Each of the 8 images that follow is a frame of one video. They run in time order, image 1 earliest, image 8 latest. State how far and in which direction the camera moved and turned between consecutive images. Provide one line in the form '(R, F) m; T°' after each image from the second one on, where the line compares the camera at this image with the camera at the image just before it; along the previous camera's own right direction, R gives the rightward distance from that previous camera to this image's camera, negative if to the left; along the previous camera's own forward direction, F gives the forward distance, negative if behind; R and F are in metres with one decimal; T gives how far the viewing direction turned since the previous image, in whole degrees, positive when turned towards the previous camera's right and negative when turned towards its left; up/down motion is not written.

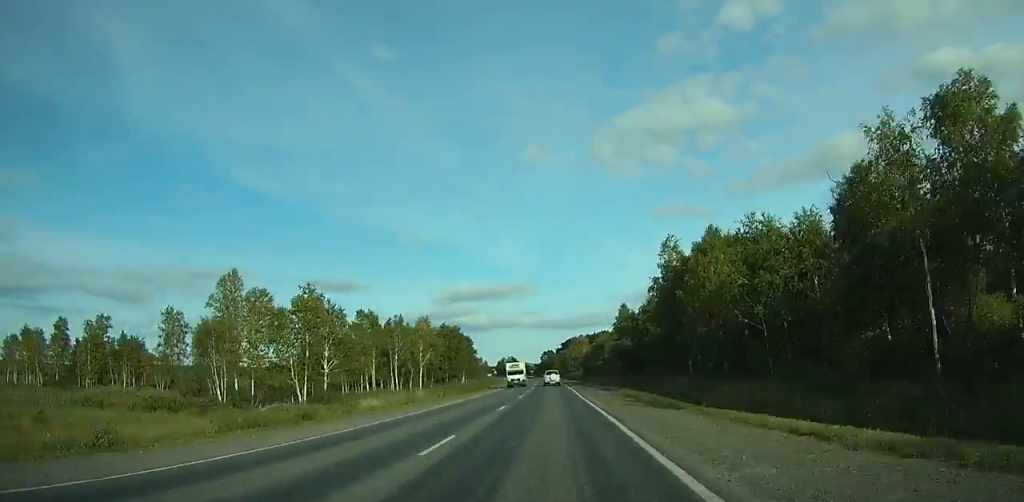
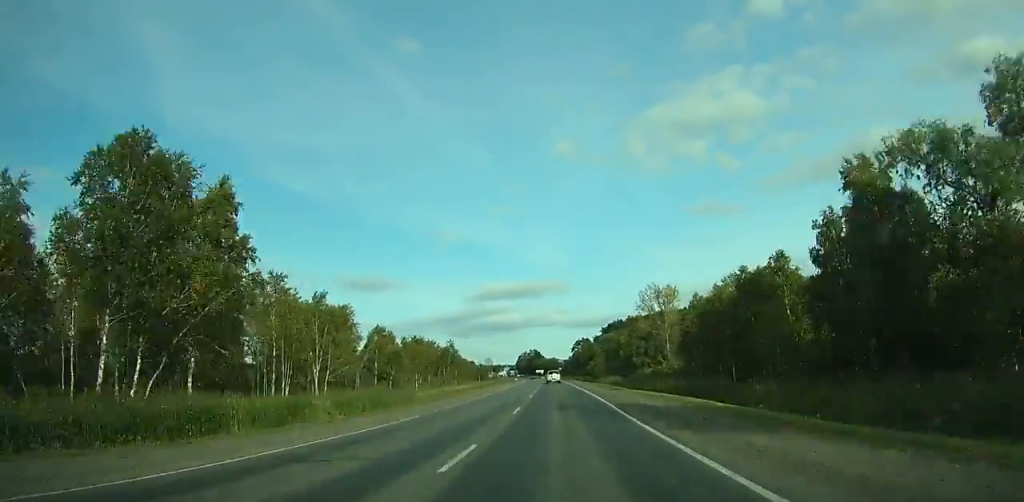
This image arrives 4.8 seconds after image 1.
(+2.4, +124.1) m; +2°
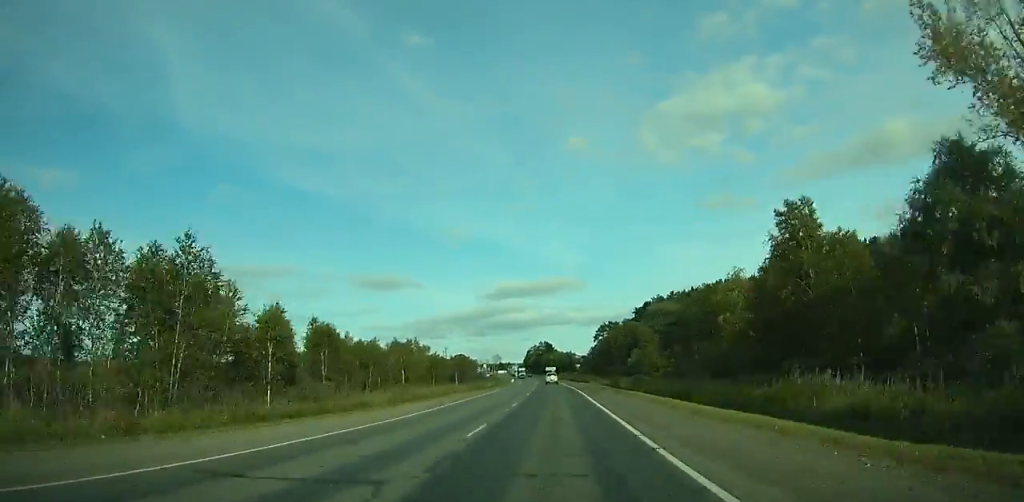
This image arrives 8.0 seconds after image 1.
(-1.3, +79.8) m; -2°
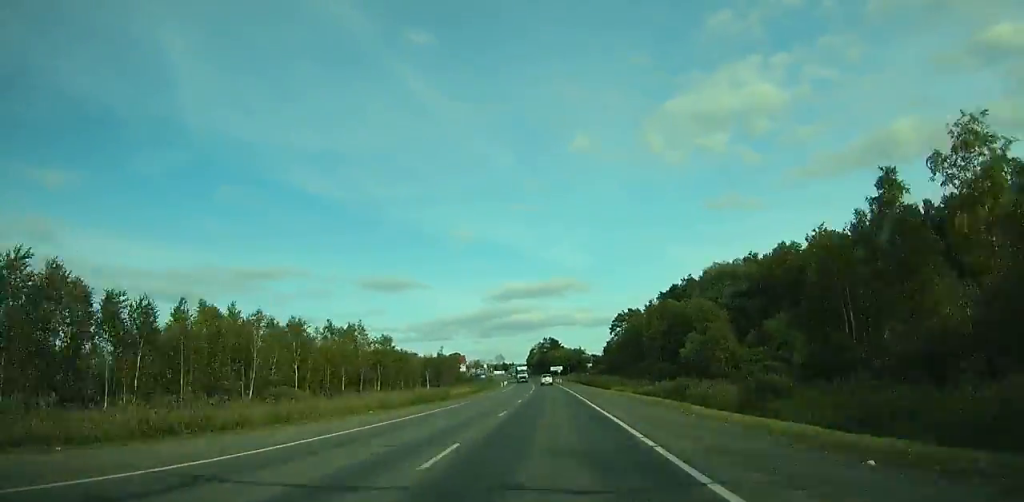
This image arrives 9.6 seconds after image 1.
(-0.1, +39.3) m; -1°
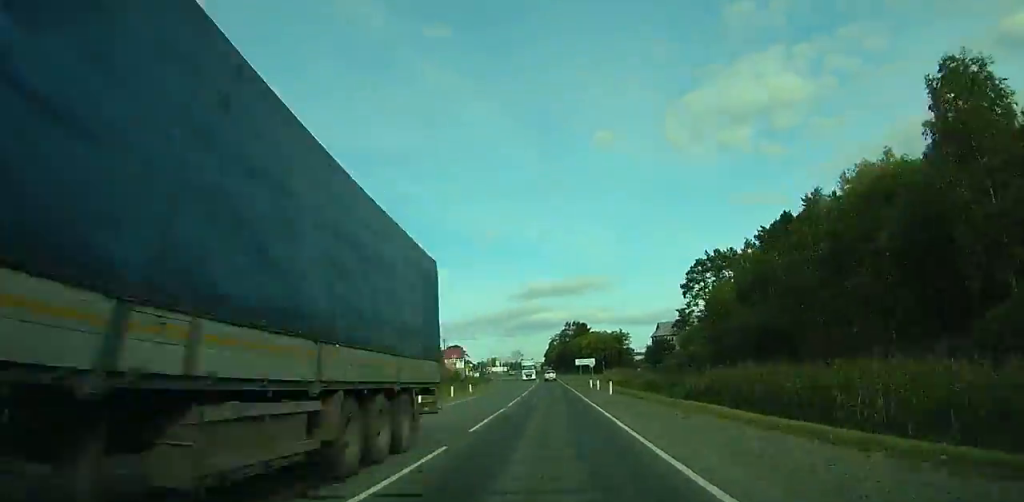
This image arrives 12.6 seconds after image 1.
(-1.1, +72.1) m; -2°
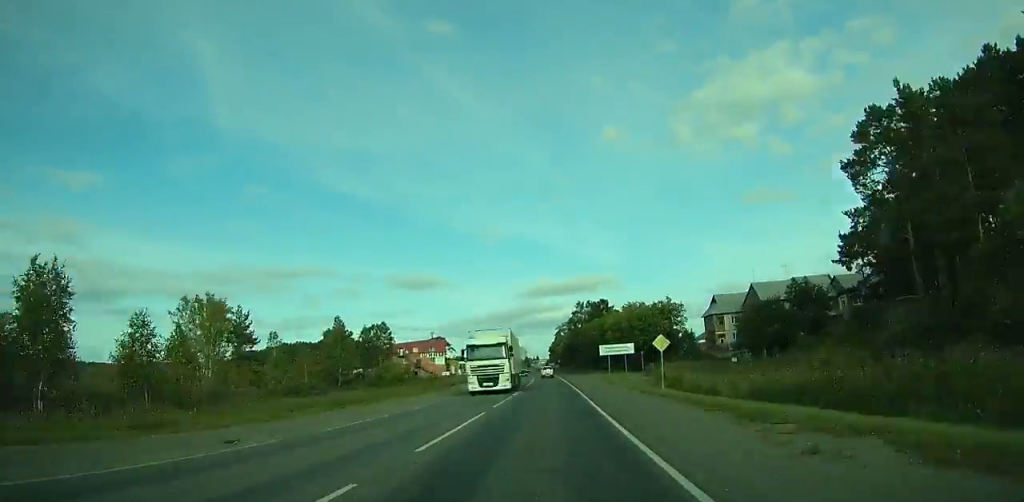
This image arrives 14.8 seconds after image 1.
(-0.7, +51.1) m; -1°
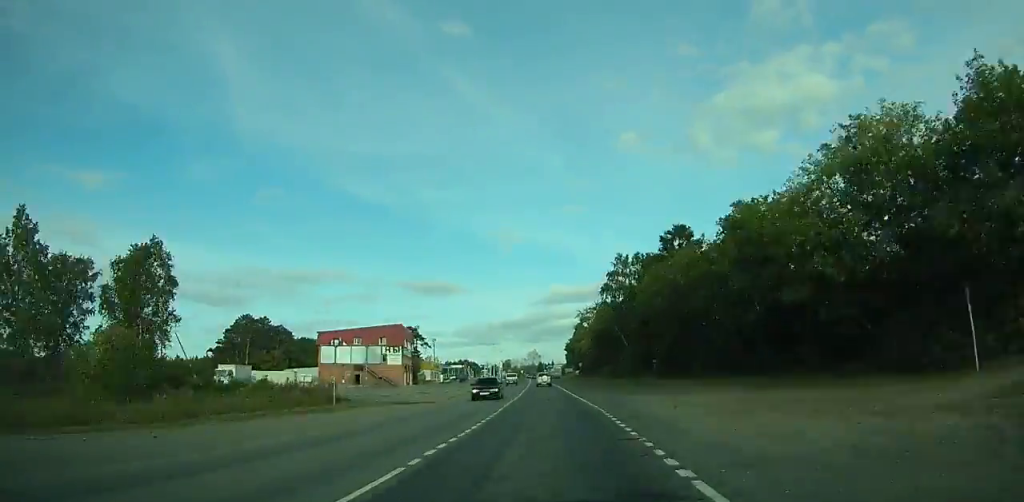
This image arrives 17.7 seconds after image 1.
(-0.7, +64.9) m; -2°
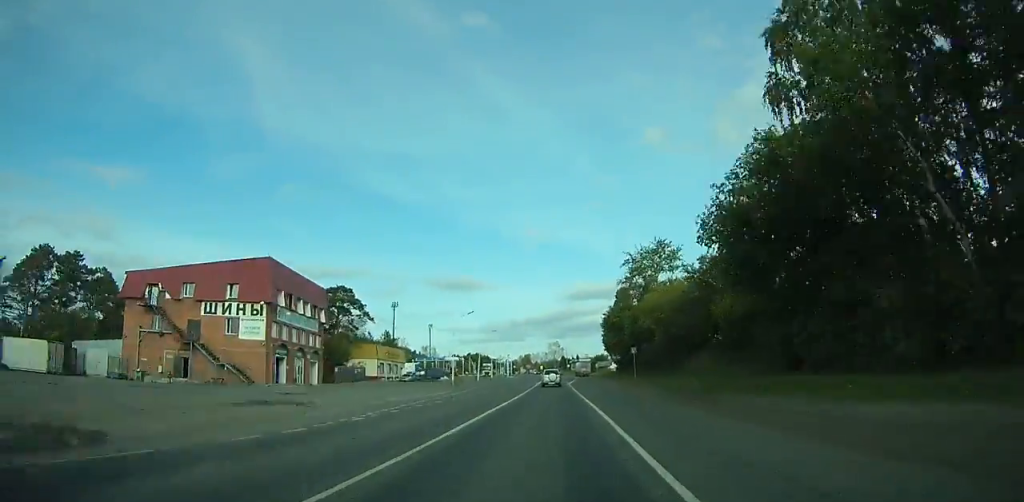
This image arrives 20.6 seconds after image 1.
(-1.0, +61.5) m; -1°
